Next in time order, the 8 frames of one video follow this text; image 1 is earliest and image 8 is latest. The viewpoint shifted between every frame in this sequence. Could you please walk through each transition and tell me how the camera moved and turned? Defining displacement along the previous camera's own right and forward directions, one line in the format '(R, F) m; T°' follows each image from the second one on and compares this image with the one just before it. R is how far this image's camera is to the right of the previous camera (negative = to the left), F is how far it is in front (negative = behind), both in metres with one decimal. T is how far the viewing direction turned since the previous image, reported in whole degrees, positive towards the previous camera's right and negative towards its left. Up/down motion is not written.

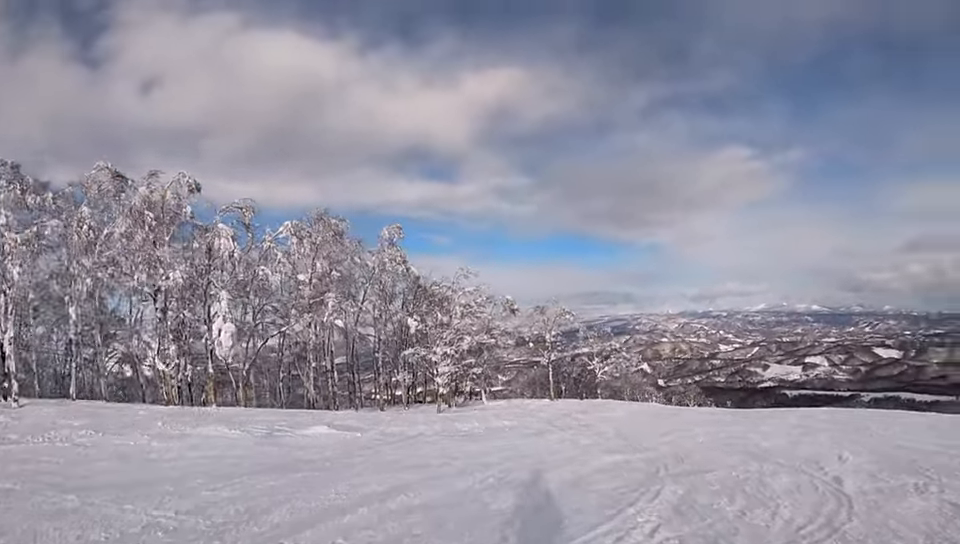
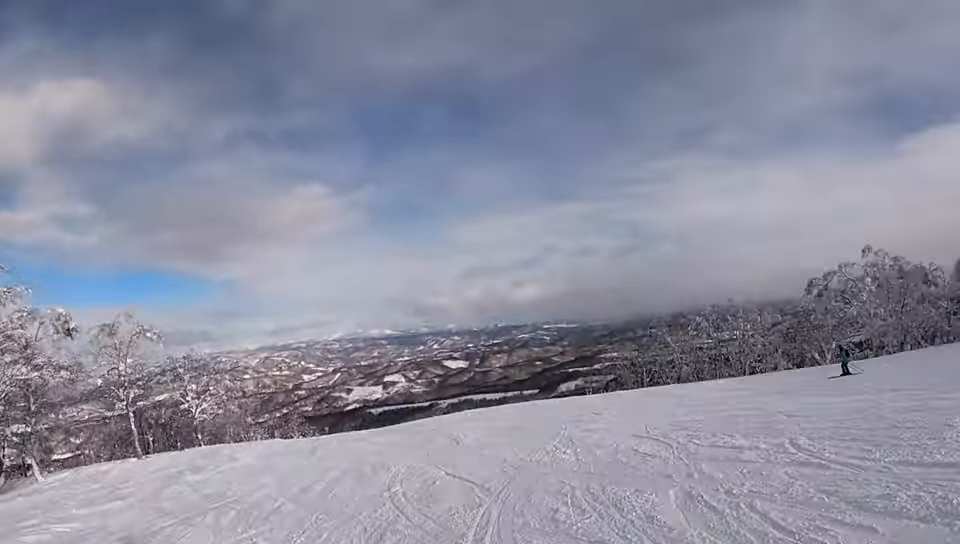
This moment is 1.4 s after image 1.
(+1.7, +8.6) m; +32°
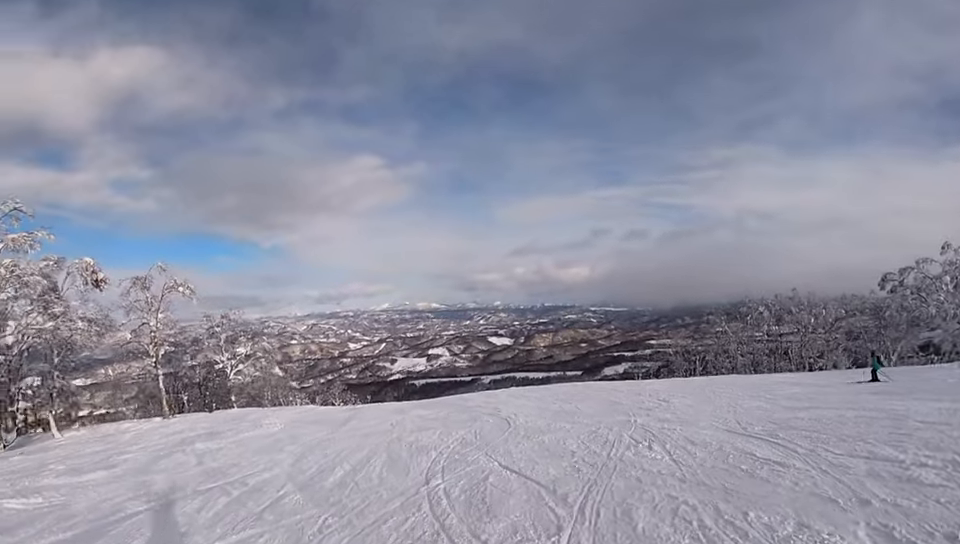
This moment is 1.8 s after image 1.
(+0.3, +2.3) m; +5°
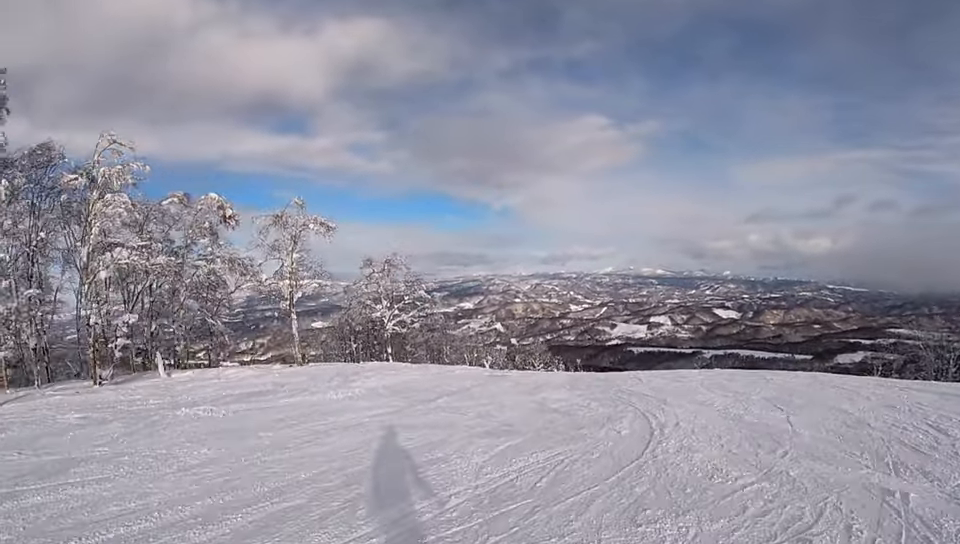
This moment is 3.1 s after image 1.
(+0.6, +6.7) m; -10°
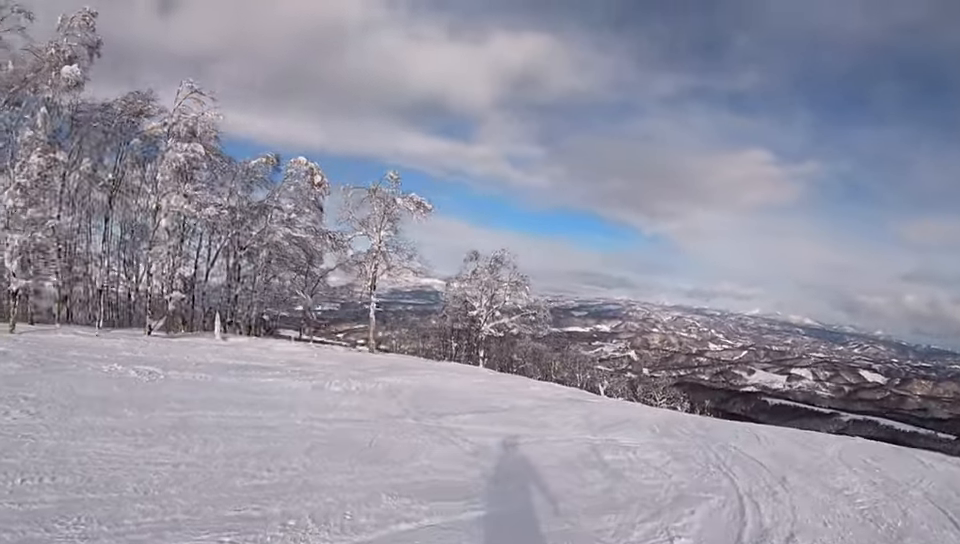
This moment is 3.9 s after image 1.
(-0.6, +3.6) m; -20°
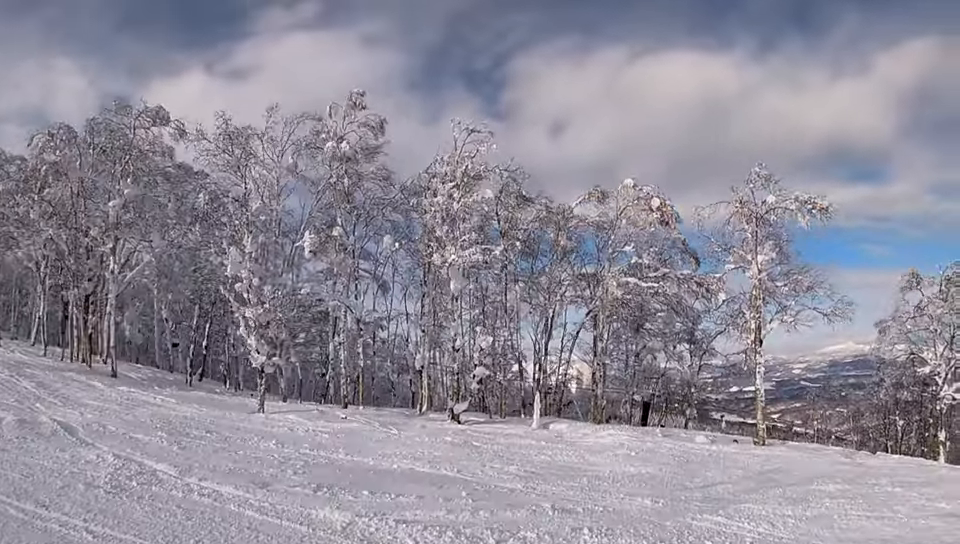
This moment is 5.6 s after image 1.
(-2.3, +6.2) m; -20°
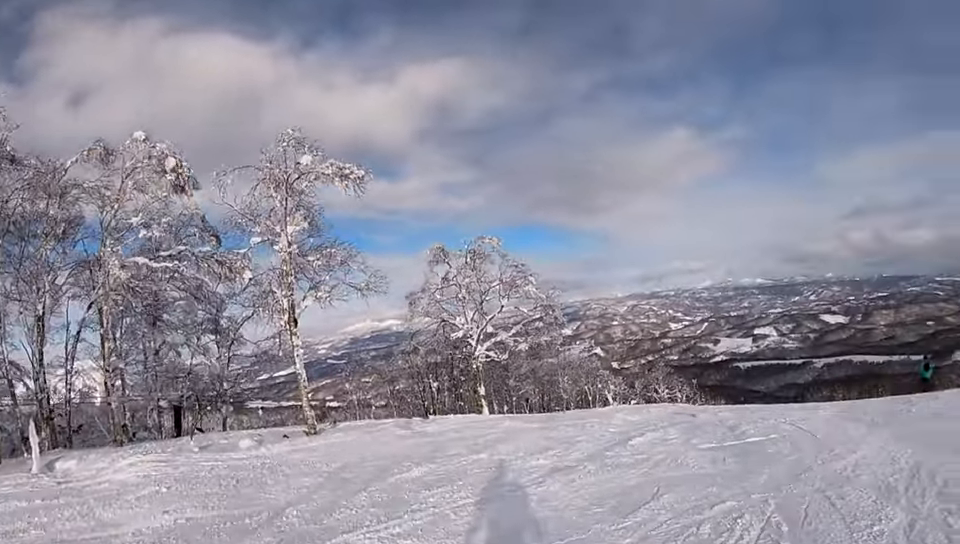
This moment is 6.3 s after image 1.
(+0.6, +2.5) m; +10°
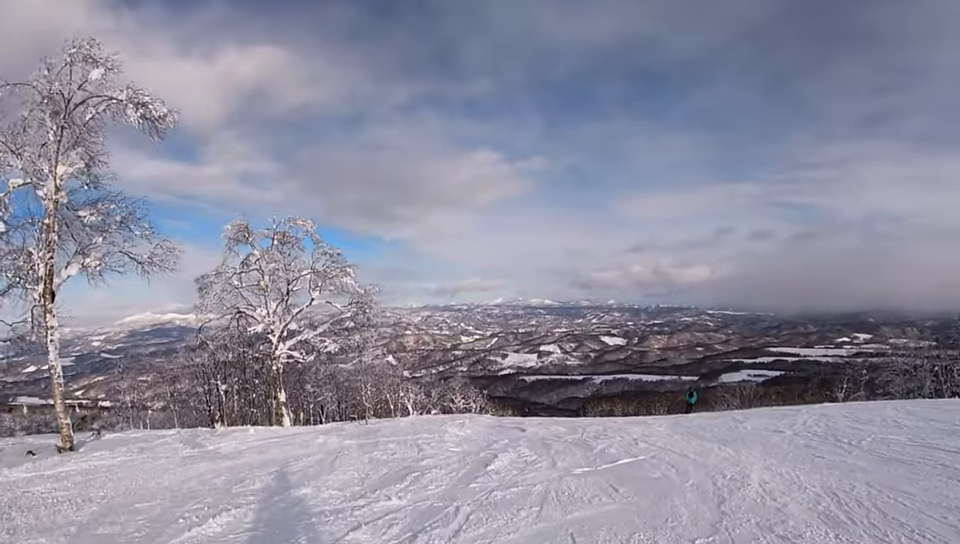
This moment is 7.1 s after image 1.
(+0.1, +2.6) m; +16°
